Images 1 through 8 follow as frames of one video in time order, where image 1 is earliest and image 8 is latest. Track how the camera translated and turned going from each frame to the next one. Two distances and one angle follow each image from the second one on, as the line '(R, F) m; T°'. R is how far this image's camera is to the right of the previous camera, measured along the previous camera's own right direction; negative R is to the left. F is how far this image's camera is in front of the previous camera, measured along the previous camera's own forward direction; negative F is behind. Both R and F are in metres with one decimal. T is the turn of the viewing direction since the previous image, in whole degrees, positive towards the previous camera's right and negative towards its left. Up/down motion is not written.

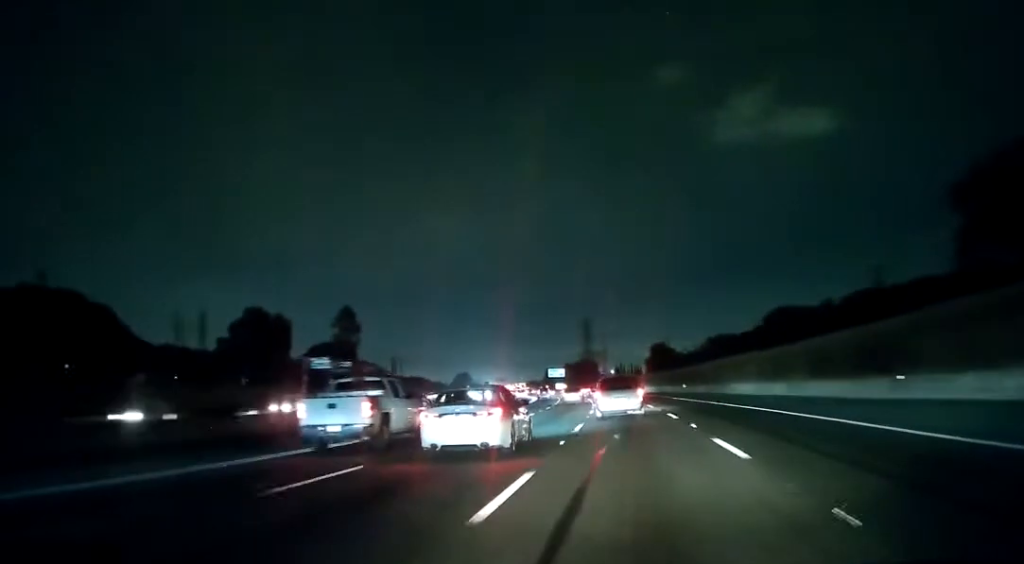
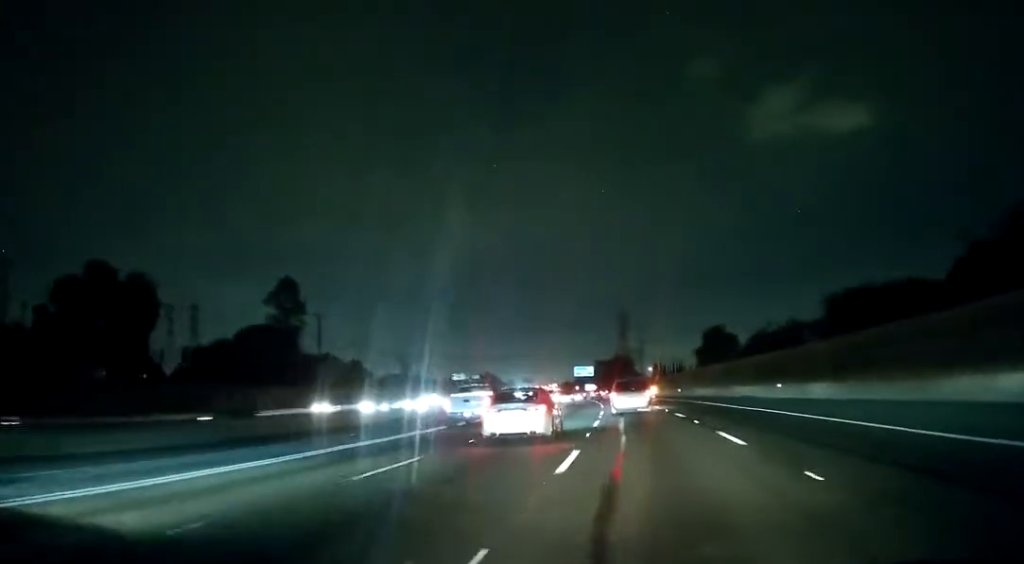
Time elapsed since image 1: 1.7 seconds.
(-1.7, +40.5) m; -3°
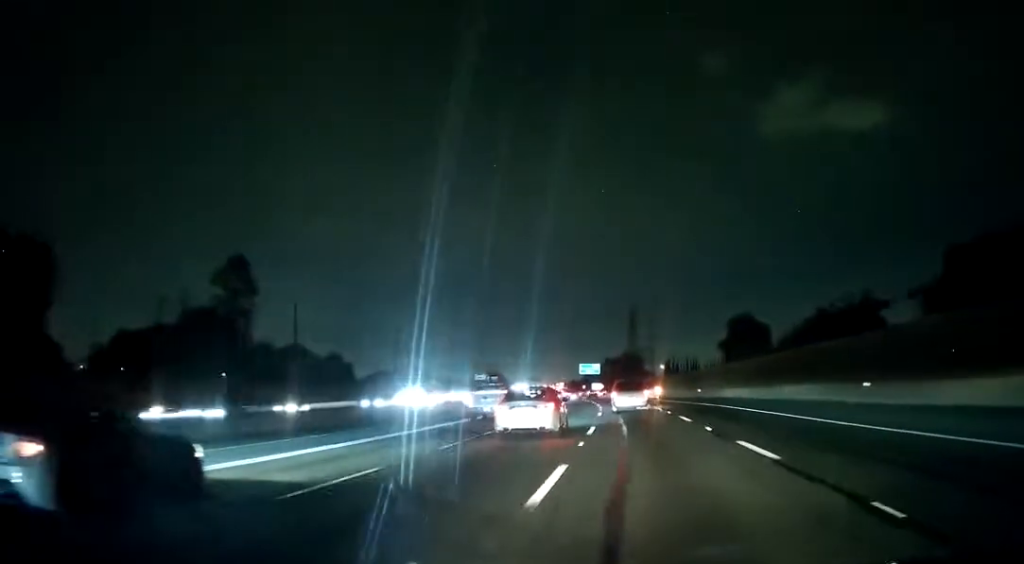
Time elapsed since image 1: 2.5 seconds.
(+0.1, +18.1) m; 0°
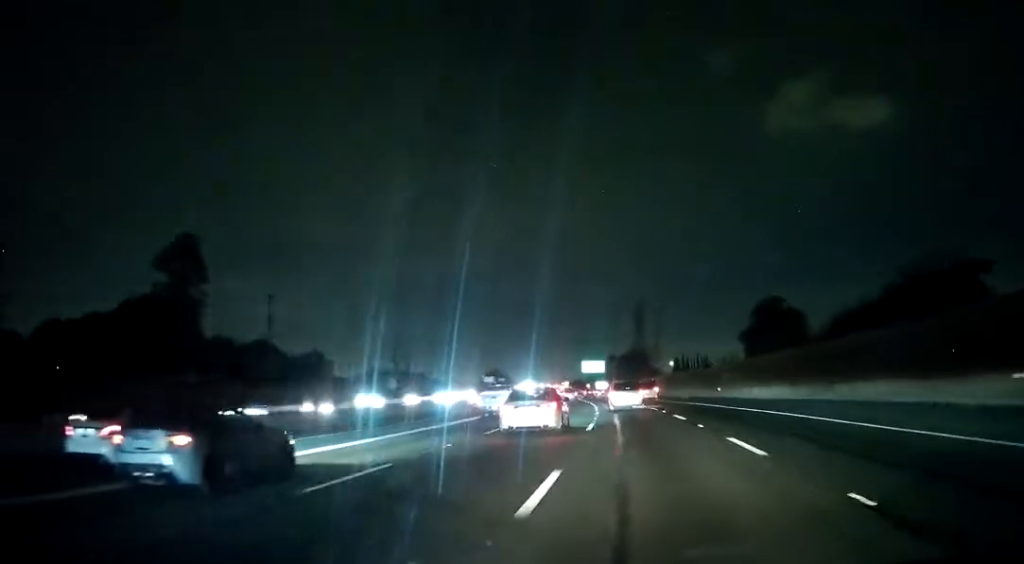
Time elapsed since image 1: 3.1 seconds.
(0.0, +13.4) m; 0°
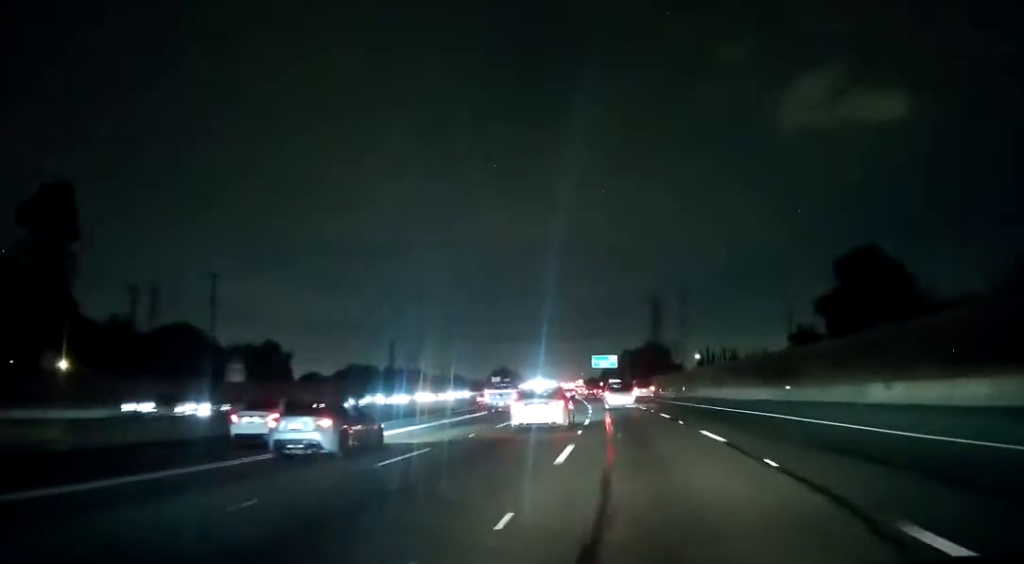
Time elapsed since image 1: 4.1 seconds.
(-0.4, +25.6) m; -2°
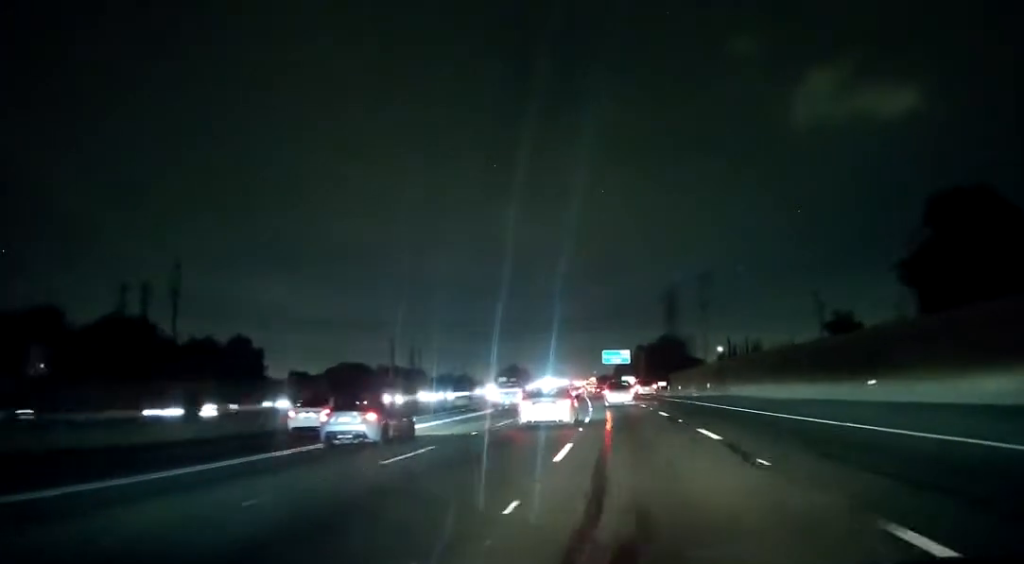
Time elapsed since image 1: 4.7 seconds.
(-0.3, +14.5) m; -1°
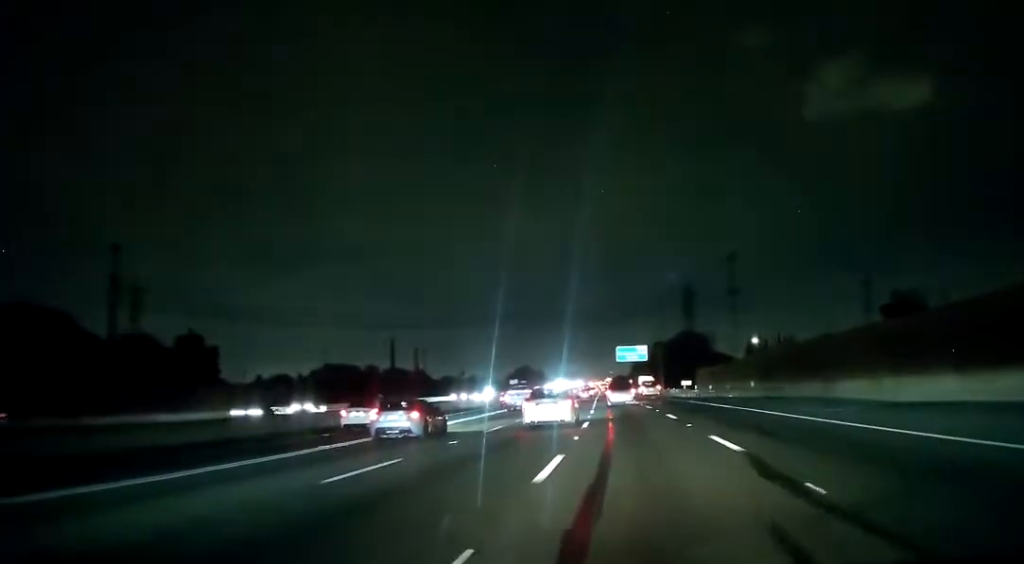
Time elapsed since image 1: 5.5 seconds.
(-0.1, +18.0) m; 0°
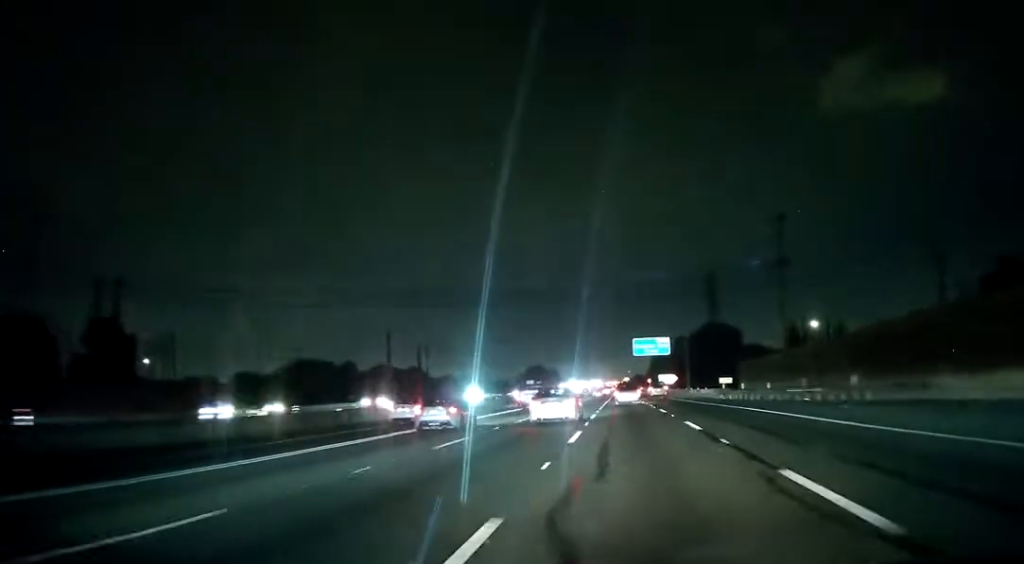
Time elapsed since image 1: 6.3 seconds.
(-0.1, +21.5) m; -1°
